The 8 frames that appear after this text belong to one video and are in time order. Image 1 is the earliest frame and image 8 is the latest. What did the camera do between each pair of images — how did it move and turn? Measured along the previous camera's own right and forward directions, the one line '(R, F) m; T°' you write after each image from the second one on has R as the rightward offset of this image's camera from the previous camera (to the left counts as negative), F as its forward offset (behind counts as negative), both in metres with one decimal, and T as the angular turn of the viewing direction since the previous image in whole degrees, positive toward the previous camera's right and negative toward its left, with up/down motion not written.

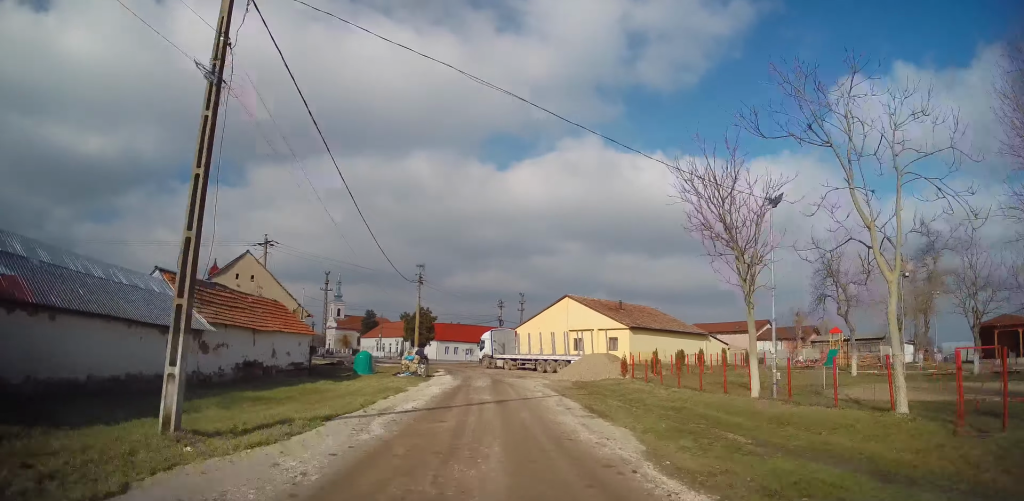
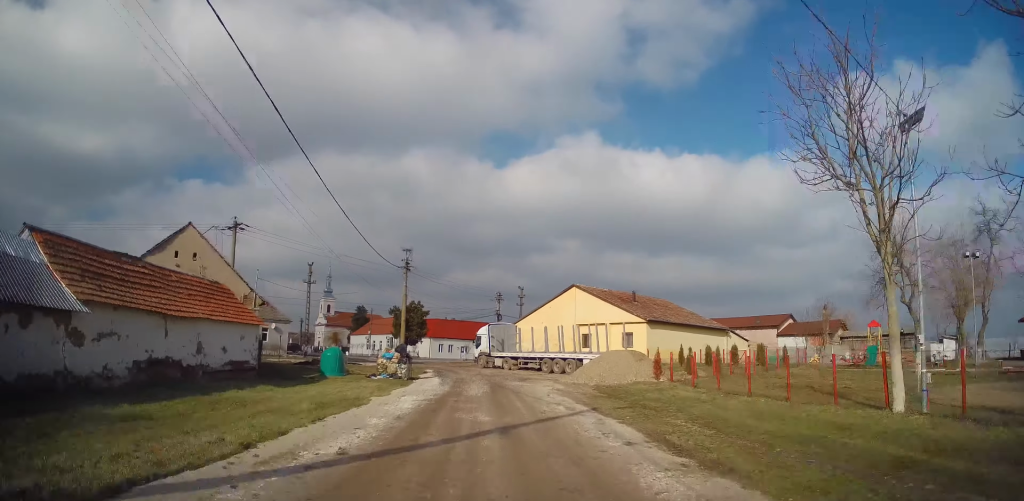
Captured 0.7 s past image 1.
(0.0, +6.2) m; -1°
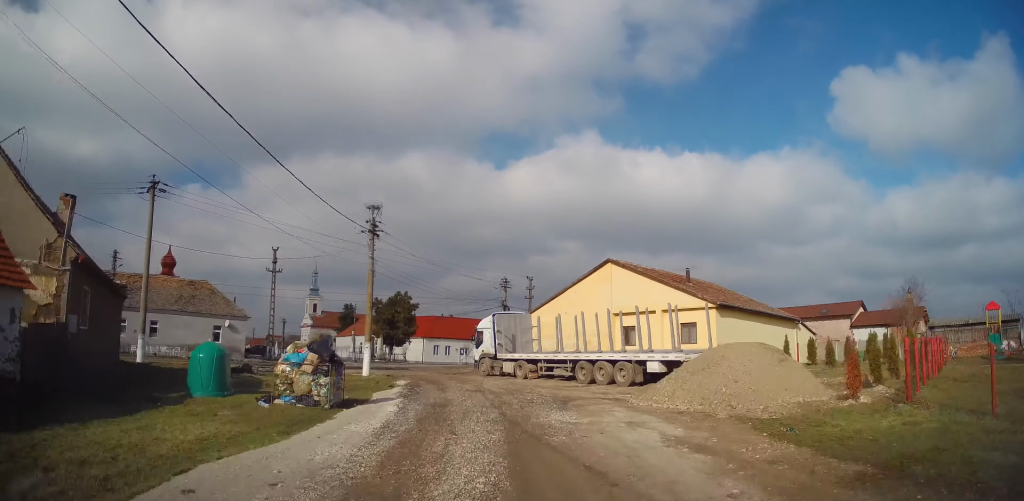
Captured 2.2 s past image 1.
(-0.4, +13.1) m; -2°
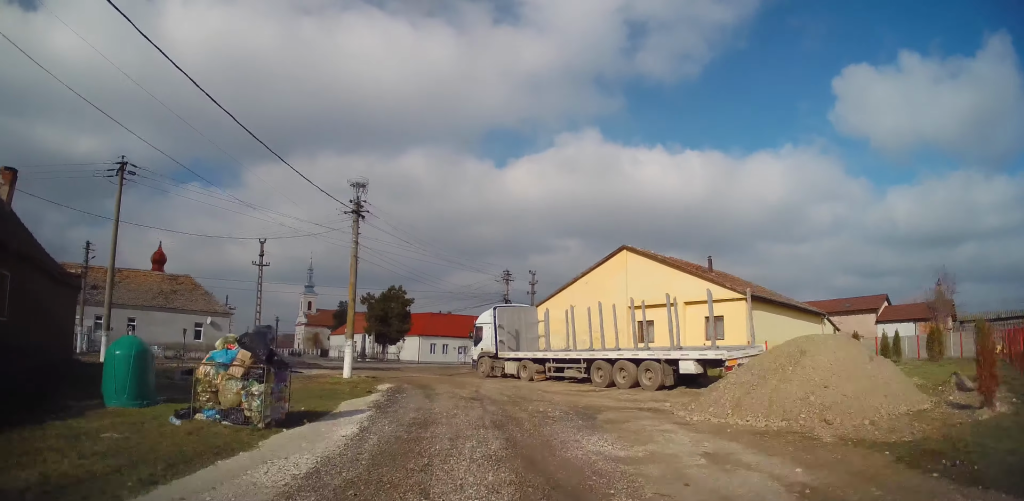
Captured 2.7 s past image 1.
(0.0, +4.0) m; 0°
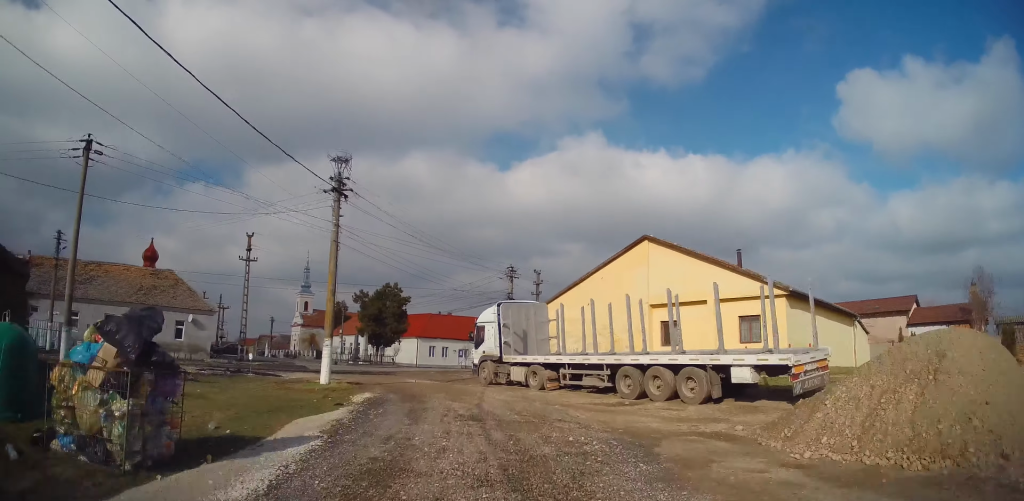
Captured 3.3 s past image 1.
(+0.2, +4.1) m; 0°
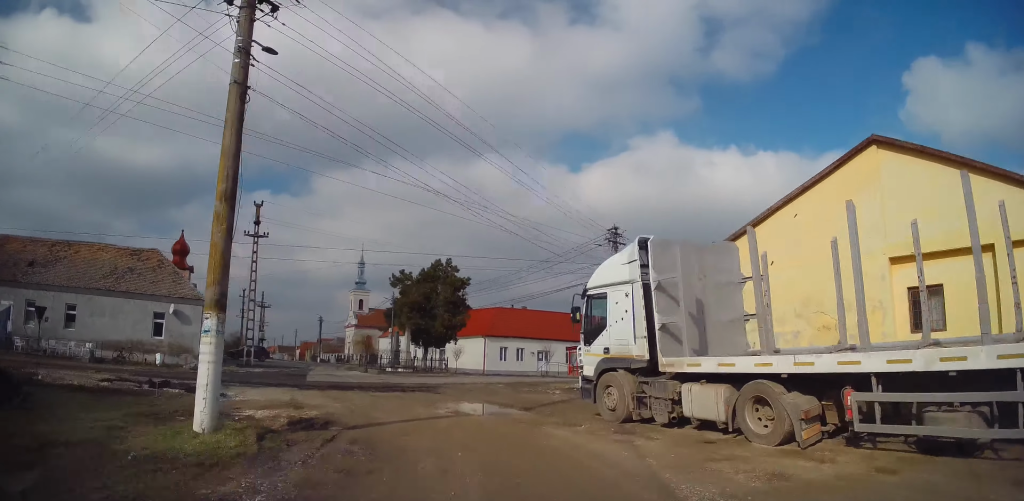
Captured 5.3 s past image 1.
(-1.2, +13.7) m; -10°
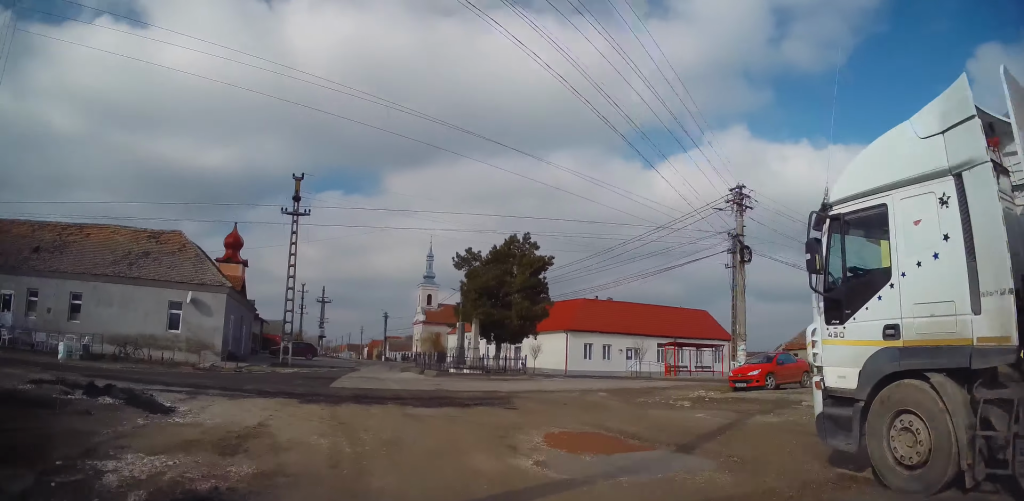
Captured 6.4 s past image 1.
(-0.1, +6.3) m; -5°
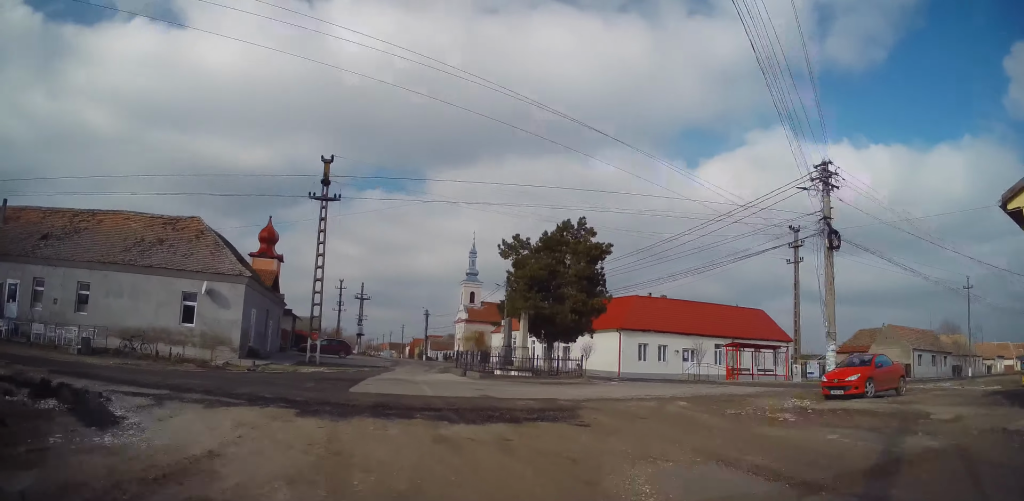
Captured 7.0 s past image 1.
(-0.2, +2.8) m; -4°
